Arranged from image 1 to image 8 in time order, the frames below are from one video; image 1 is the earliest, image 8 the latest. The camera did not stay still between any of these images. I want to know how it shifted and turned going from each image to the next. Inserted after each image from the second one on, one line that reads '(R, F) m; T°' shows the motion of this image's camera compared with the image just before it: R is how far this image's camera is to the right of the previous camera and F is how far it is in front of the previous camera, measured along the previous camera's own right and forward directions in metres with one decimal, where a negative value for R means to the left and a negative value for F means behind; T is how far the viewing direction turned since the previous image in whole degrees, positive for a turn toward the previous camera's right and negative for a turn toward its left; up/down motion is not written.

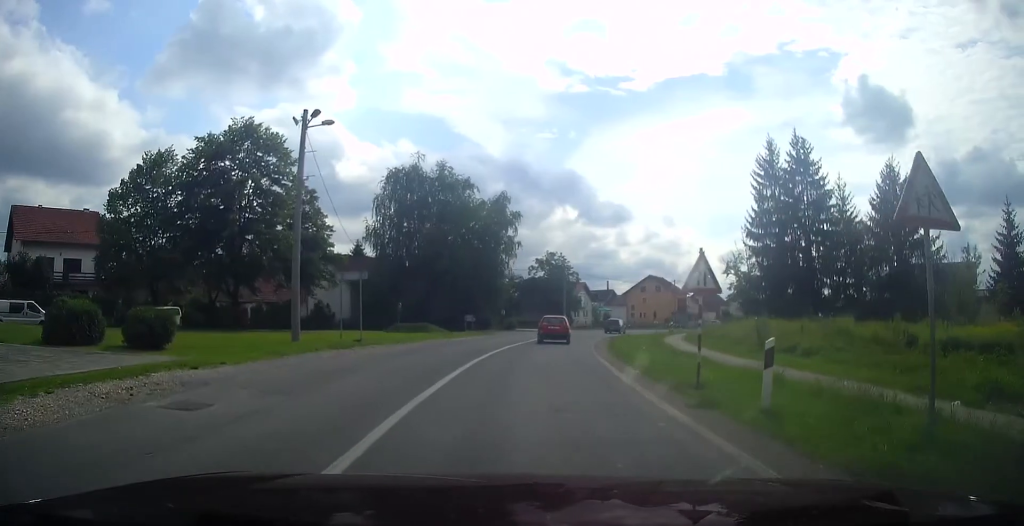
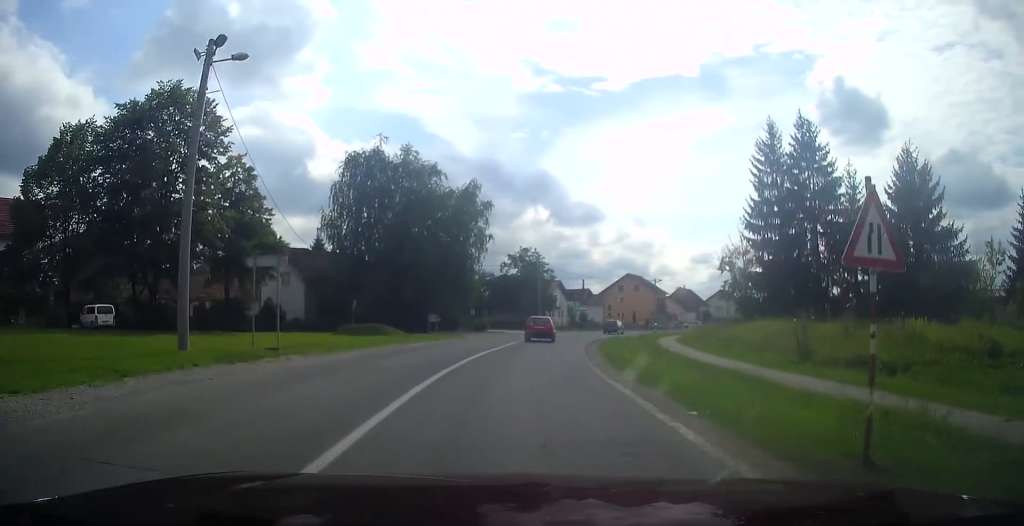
(0.0, +5.7) m; +3°
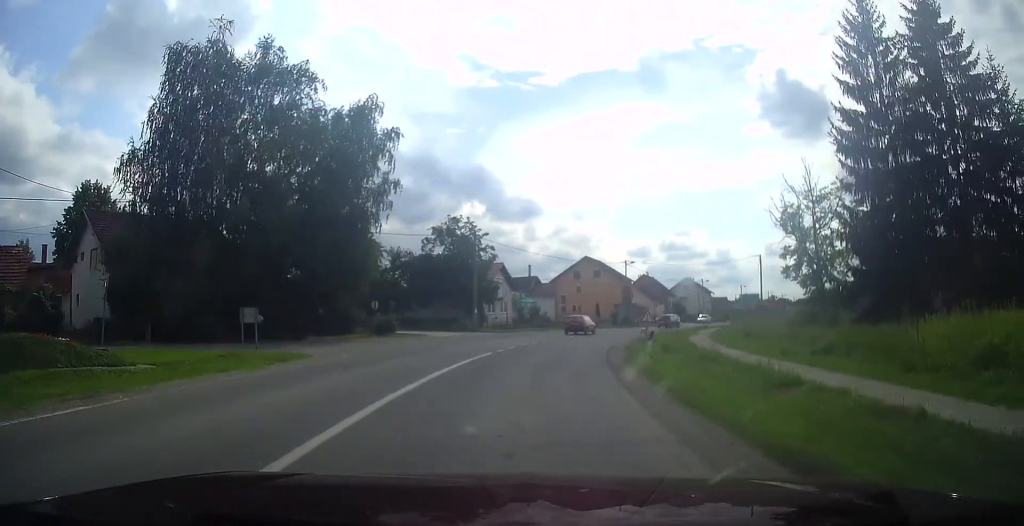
(+2.2, +21.8) m; +11°
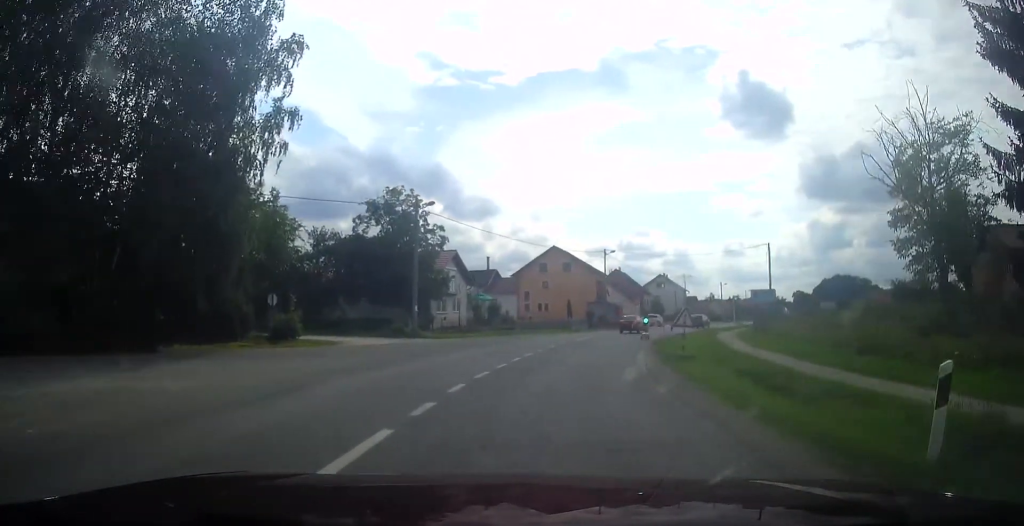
(+0.6, +13.0) m; +2°
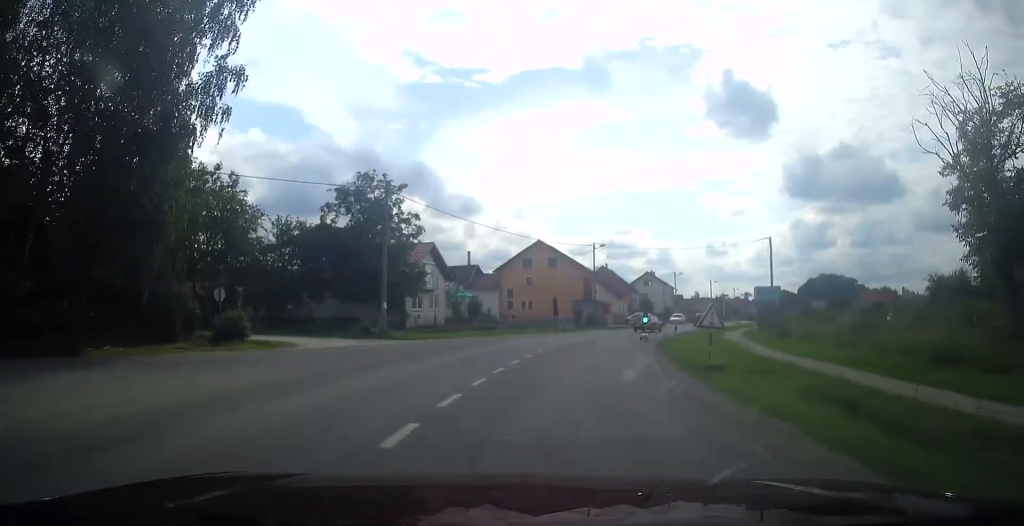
(-0.2, +4.4) m; +1°
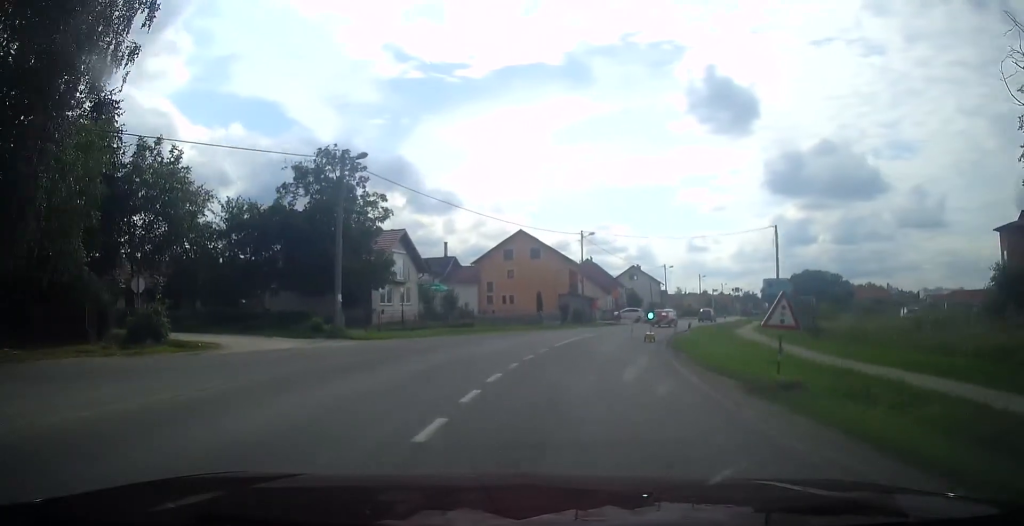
(-0.2, +5.4) m; +1°
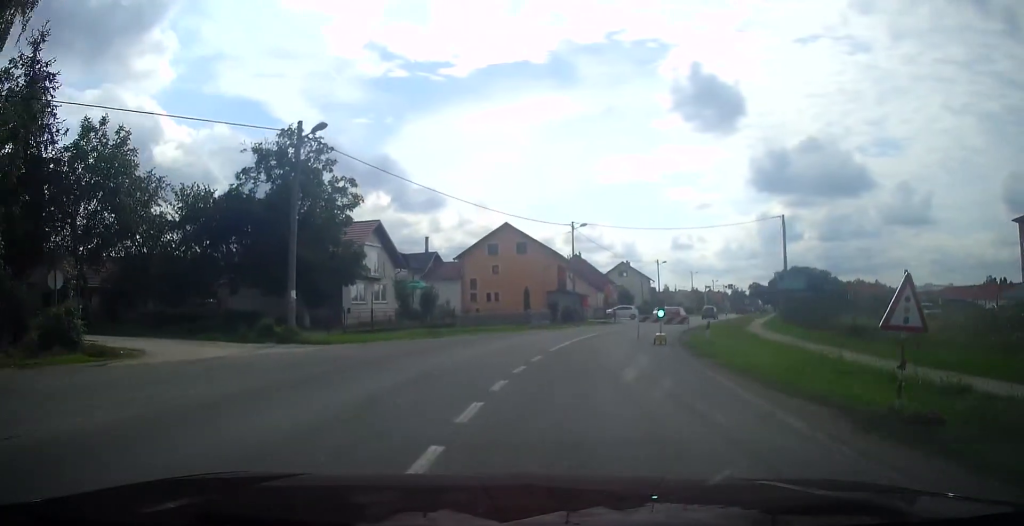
(+0.2, +4.4) m; +2°
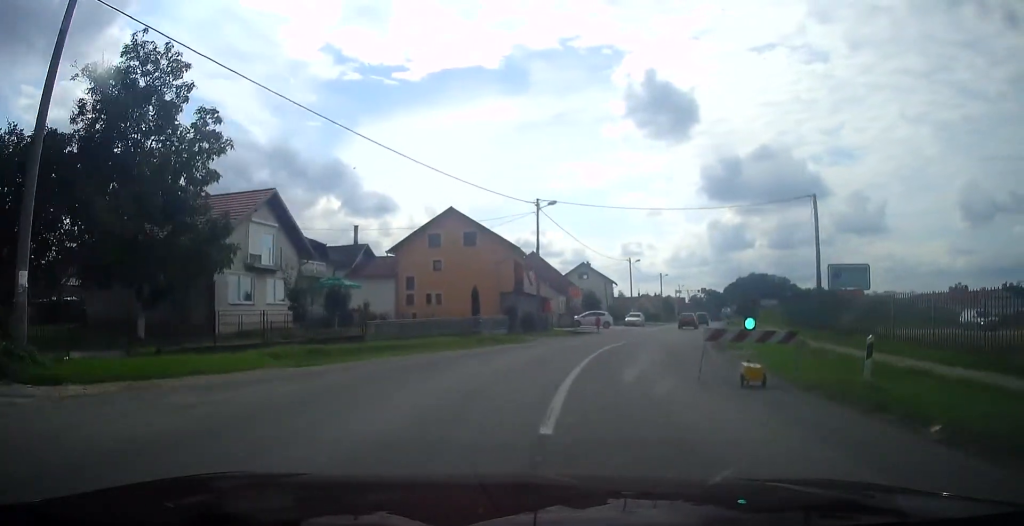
(+0.6, +12.8) m; +6°
